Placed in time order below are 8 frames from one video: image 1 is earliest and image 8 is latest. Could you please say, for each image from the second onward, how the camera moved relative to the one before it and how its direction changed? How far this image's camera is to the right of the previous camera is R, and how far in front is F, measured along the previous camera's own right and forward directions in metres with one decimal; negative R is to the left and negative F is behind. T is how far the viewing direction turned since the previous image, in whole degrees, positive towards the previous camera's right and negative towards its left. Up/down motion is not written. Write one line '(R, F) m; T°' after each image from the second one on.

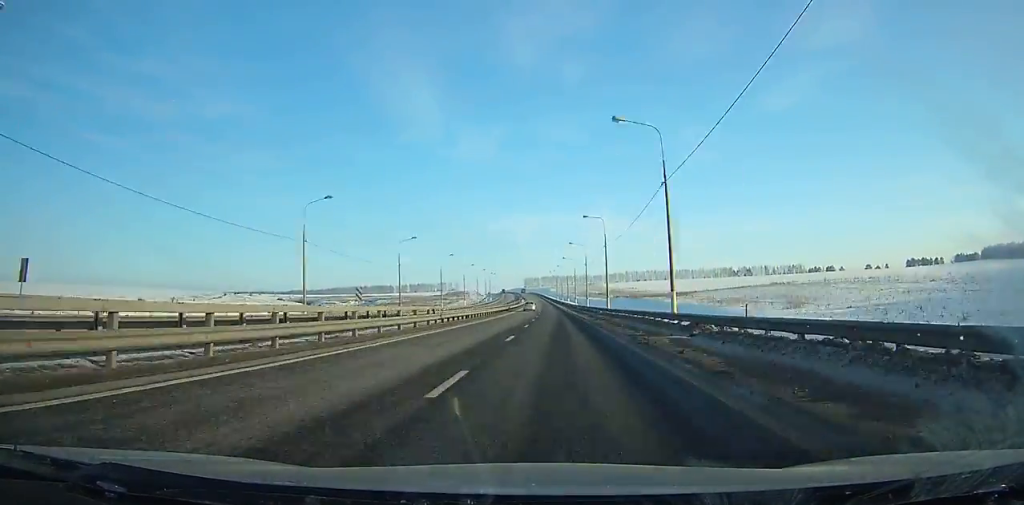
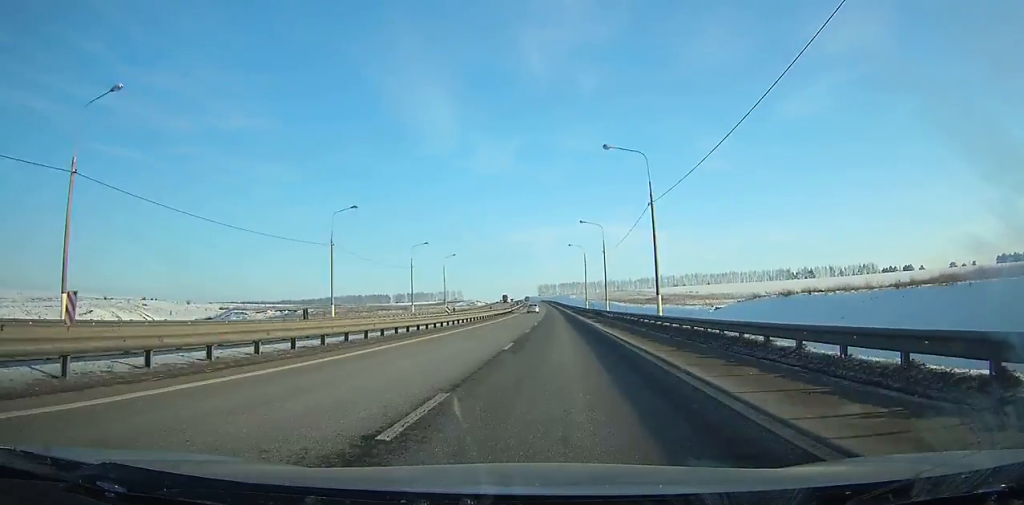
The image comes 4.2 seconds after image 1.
(-2.6, +130.8) m; -2°
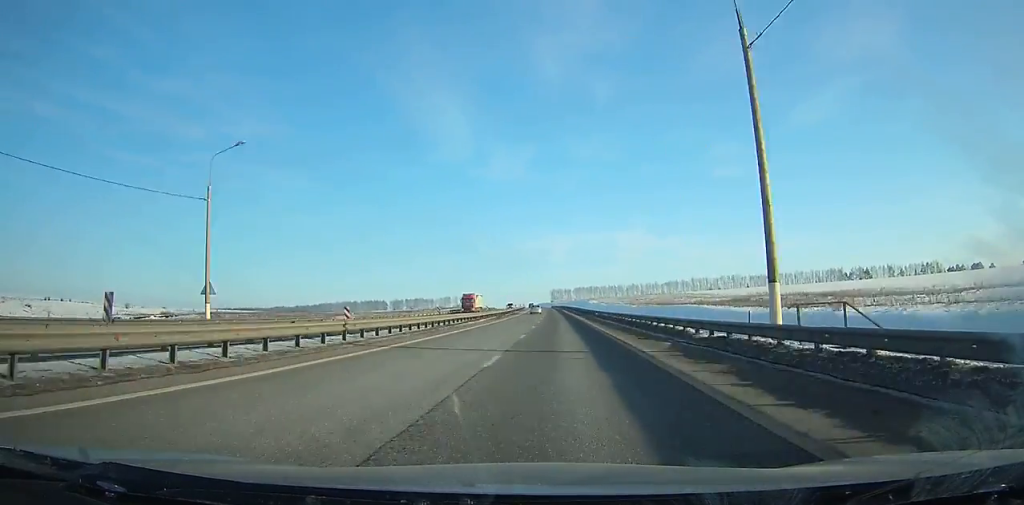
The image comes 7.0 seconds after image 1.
(-0.8, +86.2) m; -1°
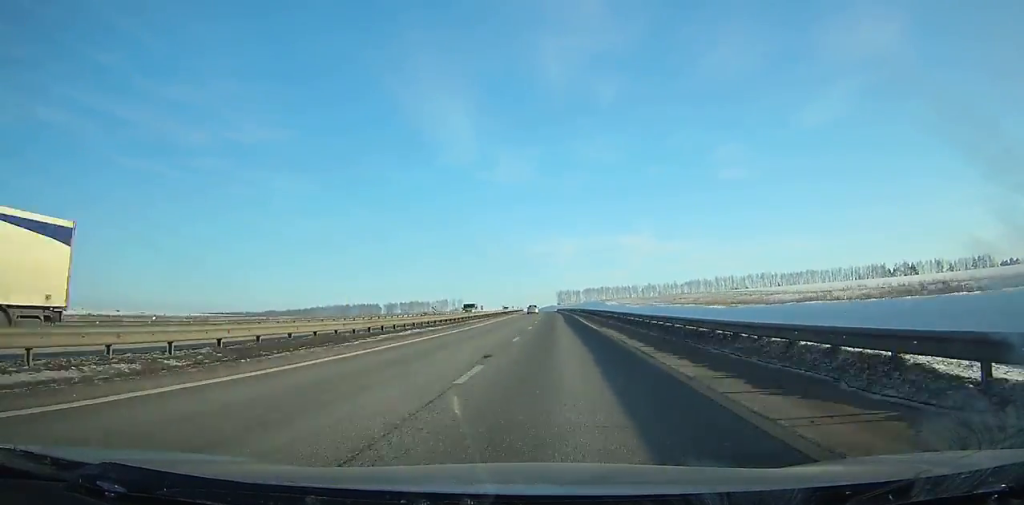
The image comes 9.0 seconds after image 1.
(-0.3, +61.1) m; -1°
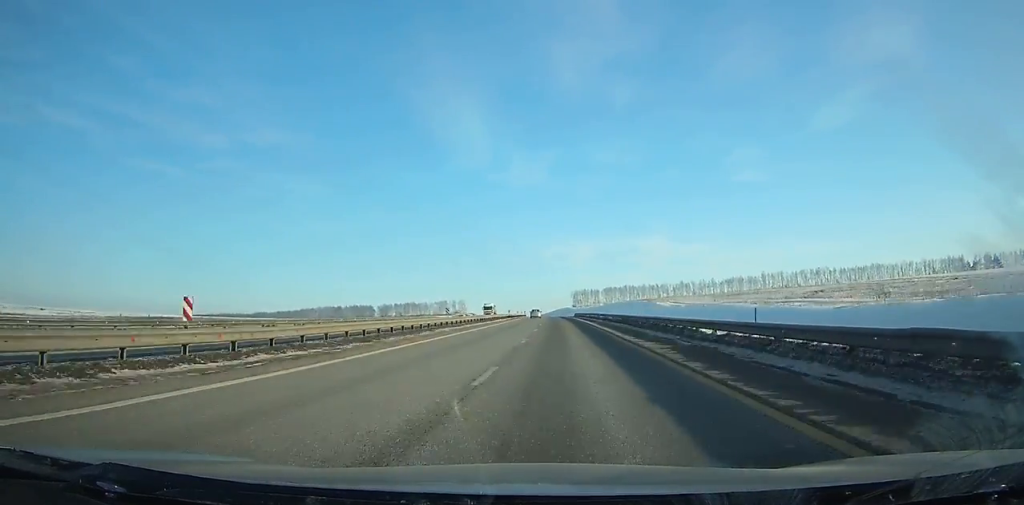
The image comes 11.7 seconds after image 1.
(-0.8, +82.0) m; -1°
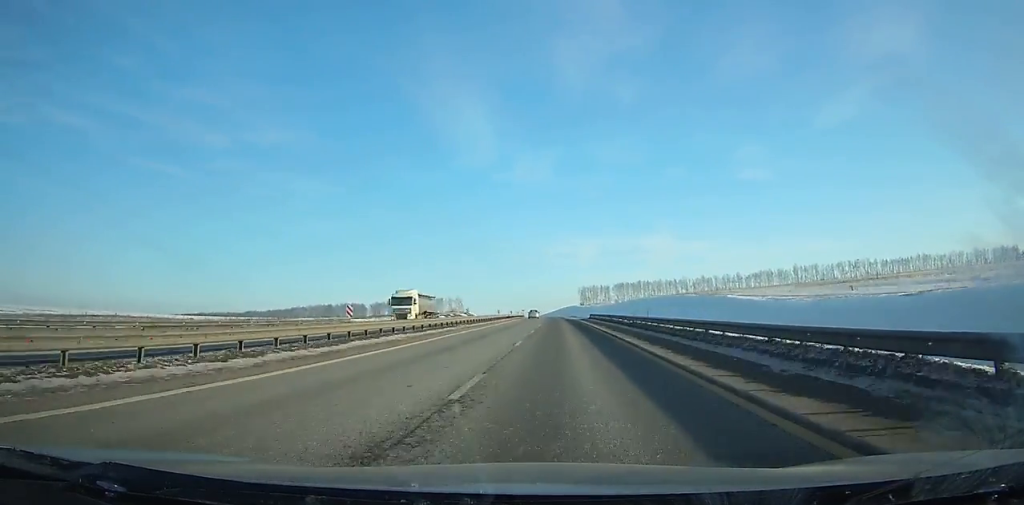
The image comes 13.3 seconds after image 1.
(-0.4, +48.3) m; -1°
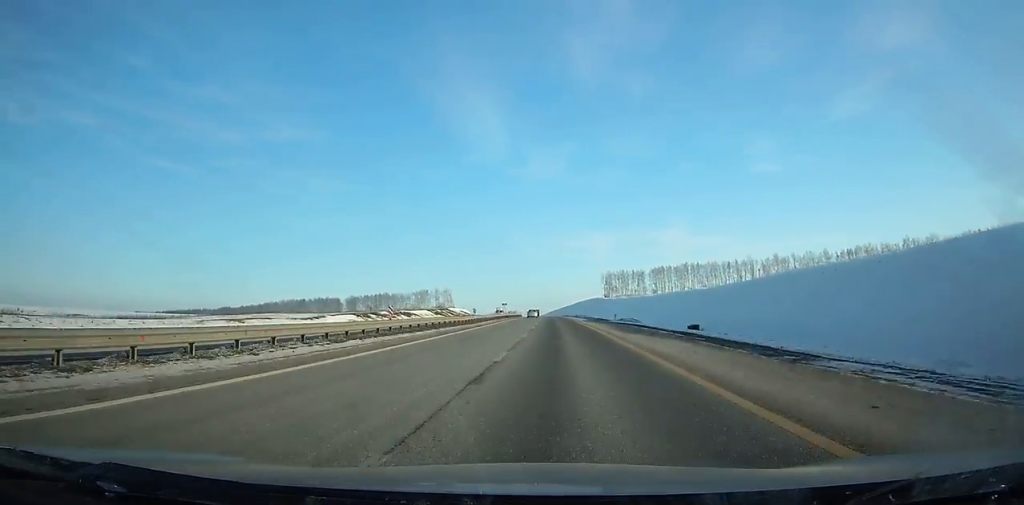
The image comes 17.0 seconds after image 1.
(-1.5, +111.6) m; -2°
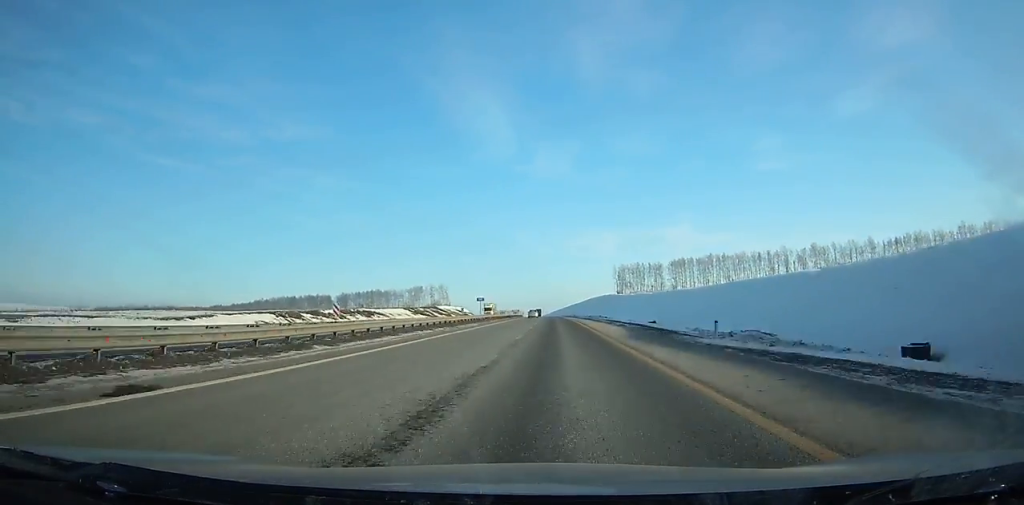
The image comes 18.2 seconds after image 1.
(-0.3, +36.2) m; -1°
